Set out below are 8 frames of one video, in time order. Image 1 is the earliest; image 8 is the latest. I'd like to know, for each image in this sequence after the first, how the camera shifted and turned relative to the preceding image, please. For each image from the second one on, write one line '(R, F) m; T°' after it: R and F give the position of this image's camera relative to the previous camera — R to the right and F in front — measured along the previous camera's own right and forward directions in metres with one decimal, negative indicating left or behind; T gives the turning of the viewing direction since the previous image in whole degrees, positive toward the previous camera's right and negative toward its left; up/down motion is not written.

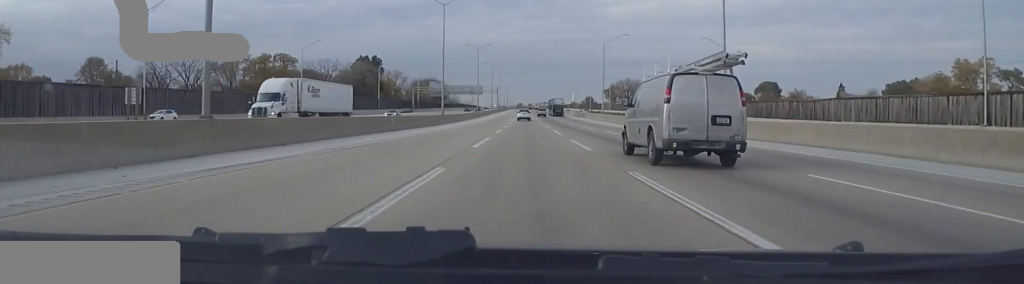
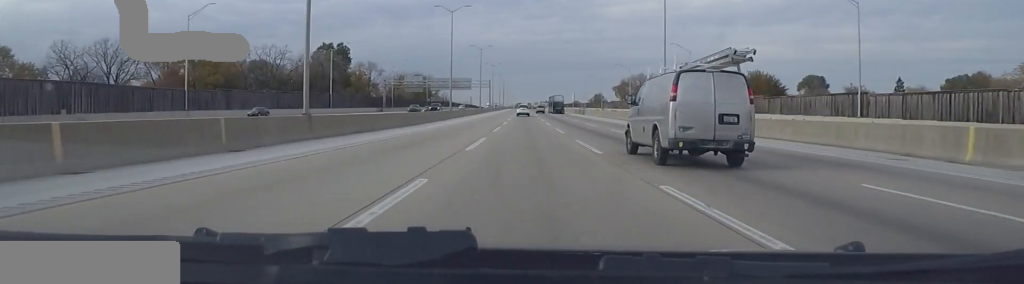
(+0.4, +46.1) m; +1°
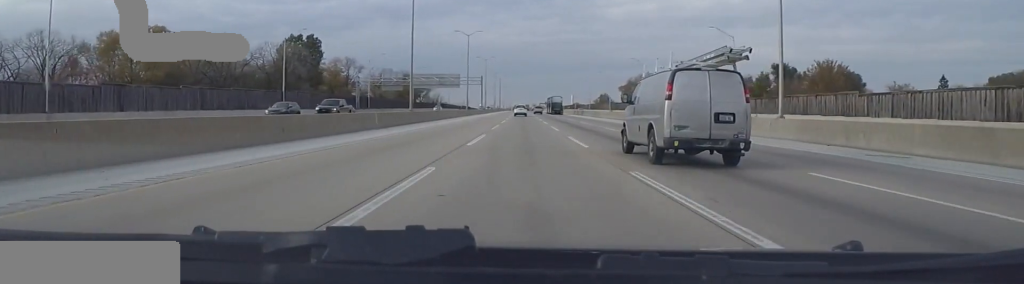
(+0.1, +27.6) m; 0°
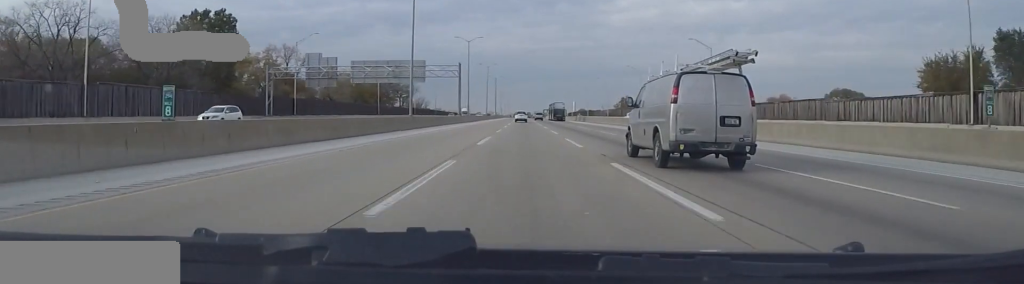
(0.0, +57.9) m; 0°
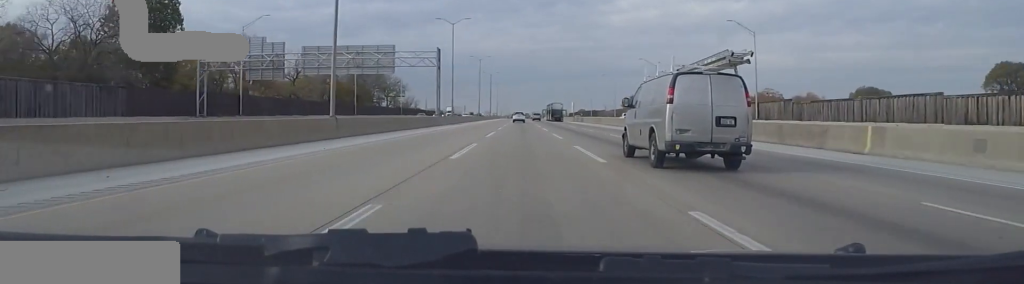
(0.0, +23.0) m; 0°
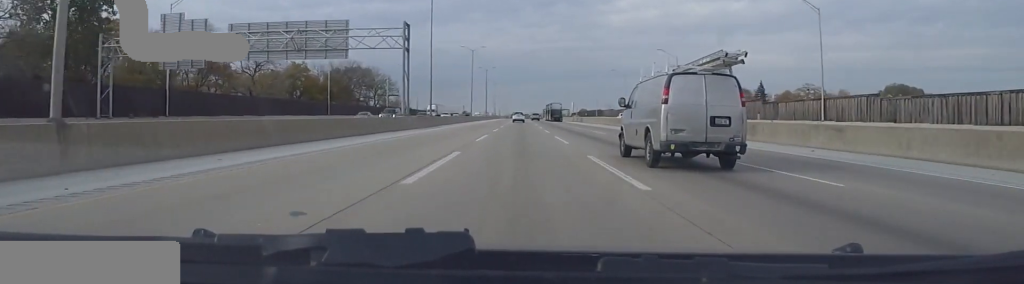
(+0.1, +21.4) m; +1°
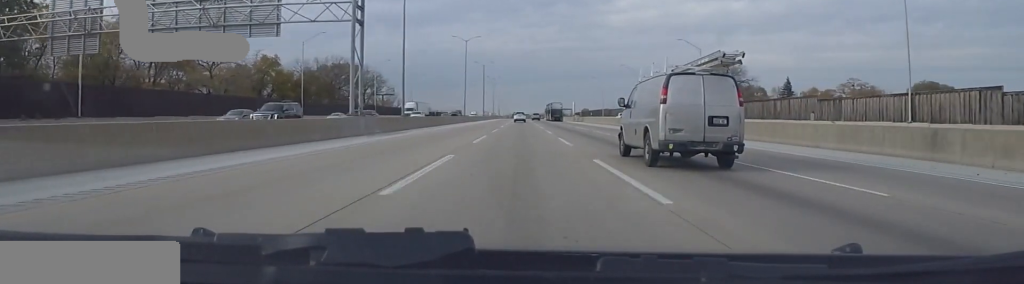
(0.0, +17.7) m; 0°
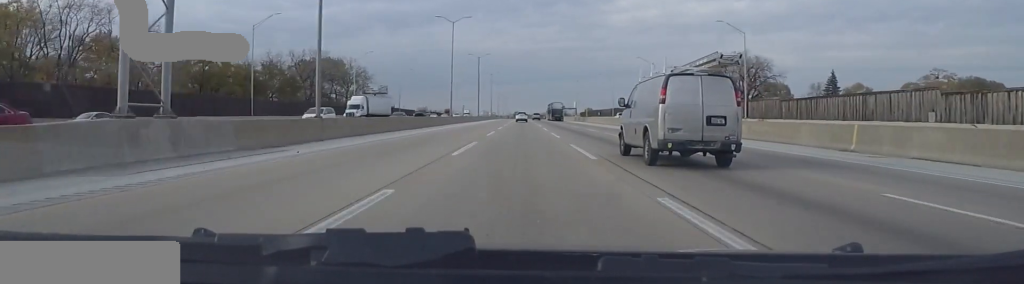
(+0.2, +22.7) m; 0°
